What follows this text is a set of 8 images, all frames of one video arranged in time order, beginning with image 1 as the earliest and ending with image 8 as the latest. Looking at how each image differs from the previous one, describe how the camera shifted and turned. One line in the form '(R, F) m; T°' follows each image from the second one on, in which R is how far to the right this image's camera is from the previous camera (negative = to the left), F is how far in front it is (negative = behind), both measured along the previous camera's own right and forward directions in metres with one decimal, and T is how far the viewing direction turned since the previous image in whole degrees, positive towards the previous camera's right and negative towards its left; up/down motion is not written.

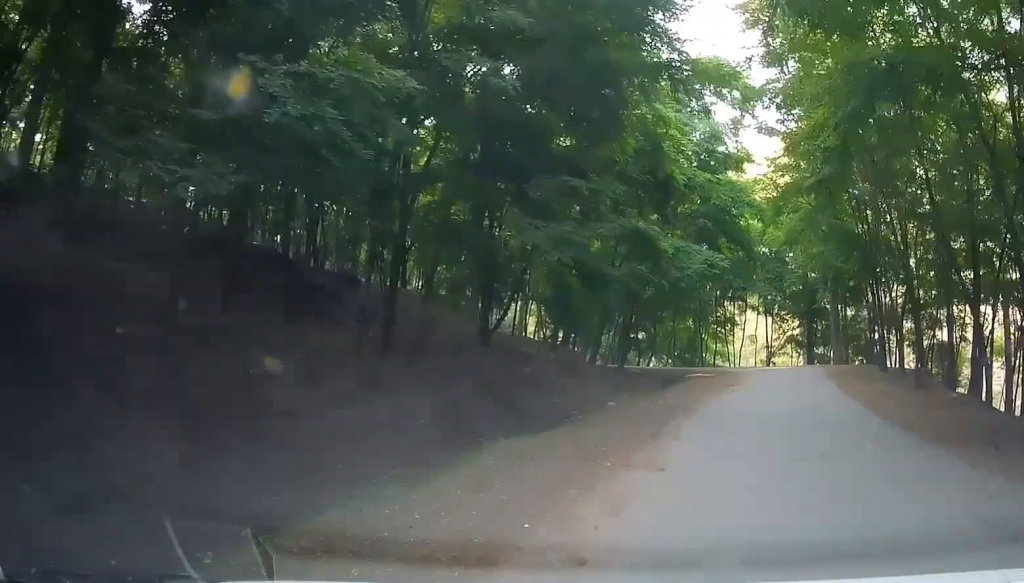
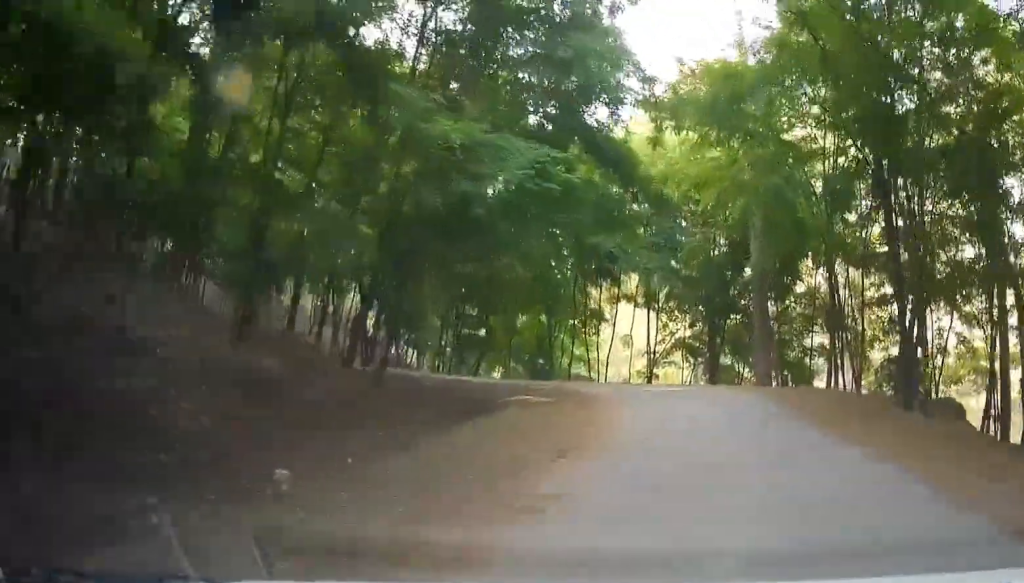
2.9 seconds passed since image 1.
(-0.4, +16.6) m; +3°
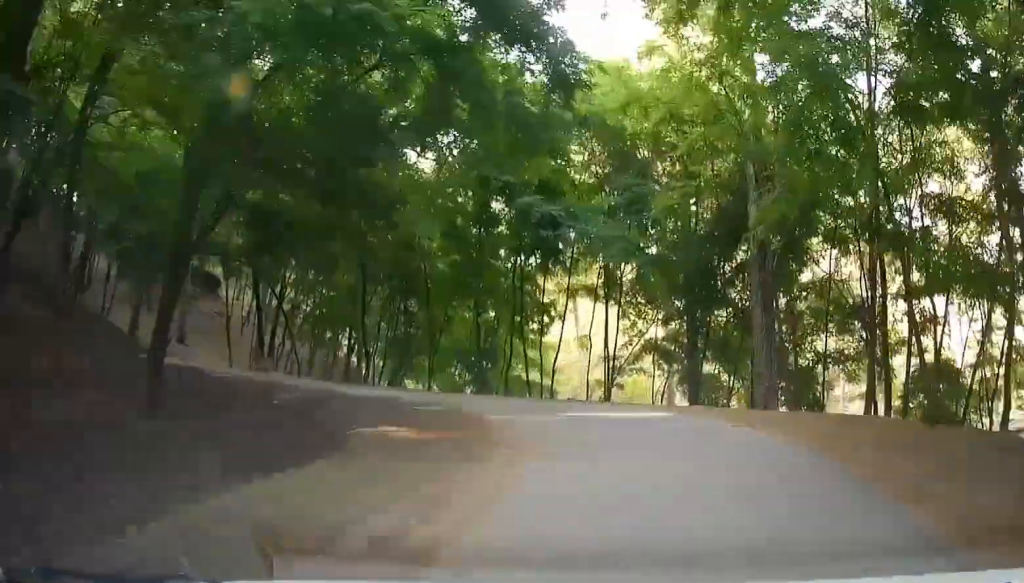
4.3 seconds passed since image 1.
(+0.5, +7.7) m; +1°
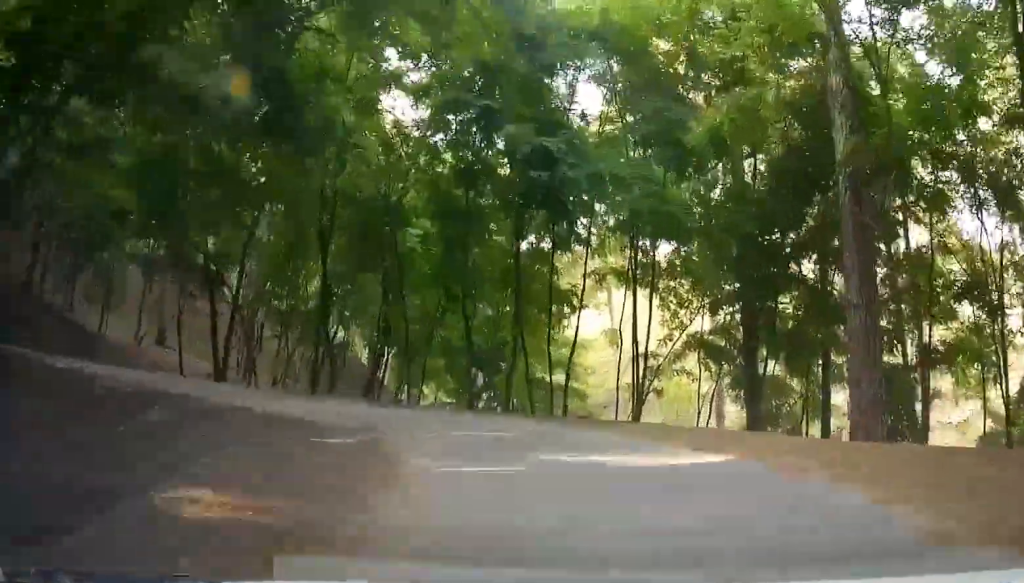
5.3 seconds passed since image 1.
(-0.1, +6.1) m; -4°
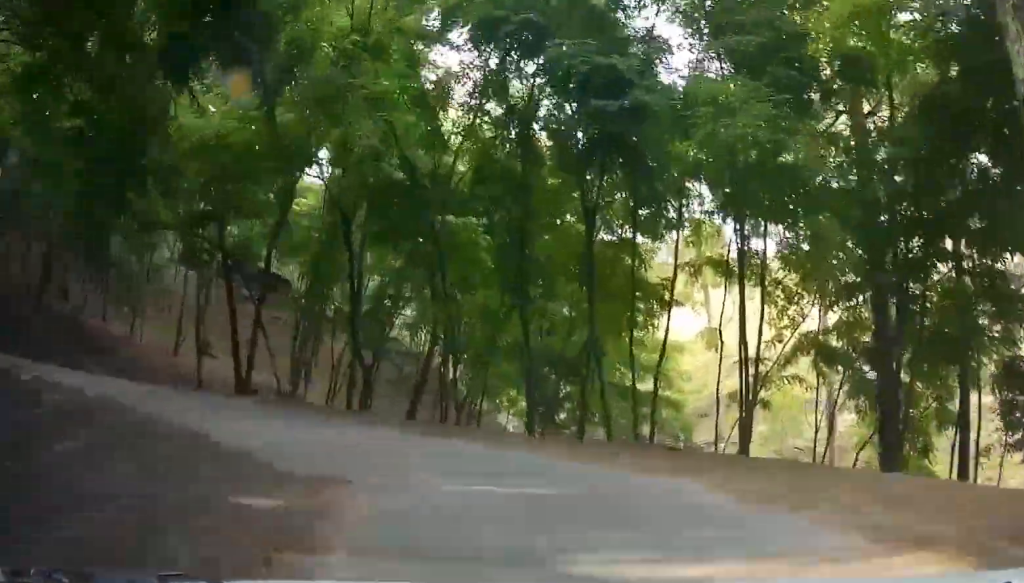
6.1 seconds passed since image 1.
(+0.1, +4.5) m; -5°
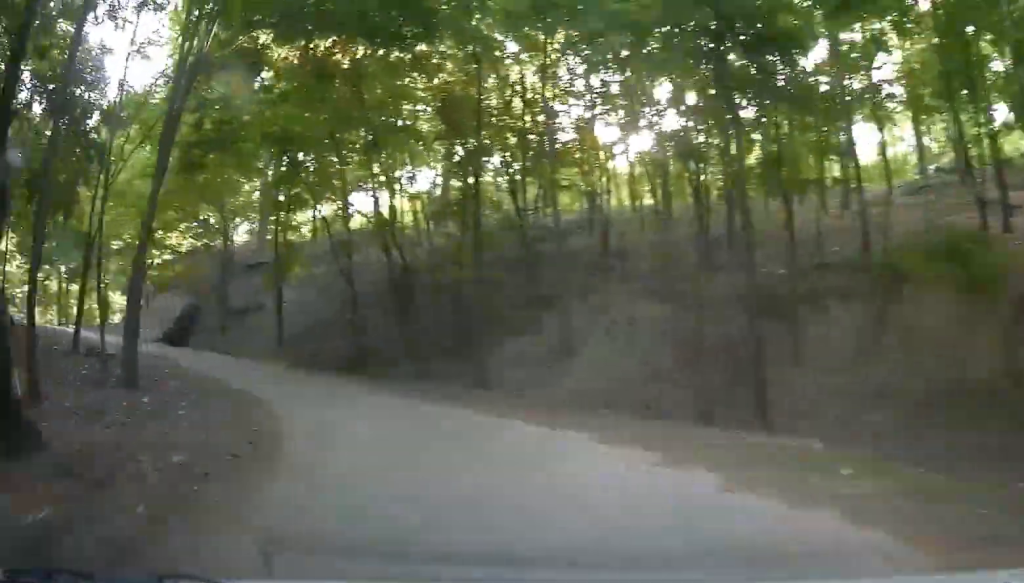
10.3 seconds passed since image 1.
(-8.5, +17.6) m; -77°
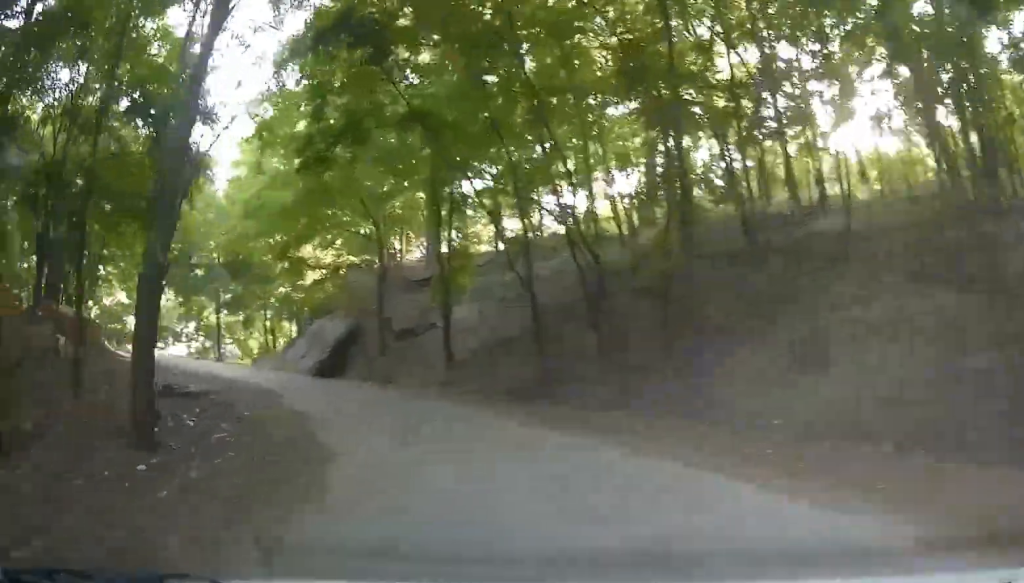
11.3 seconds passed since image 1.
(-1.3, +3.8) m; -22°
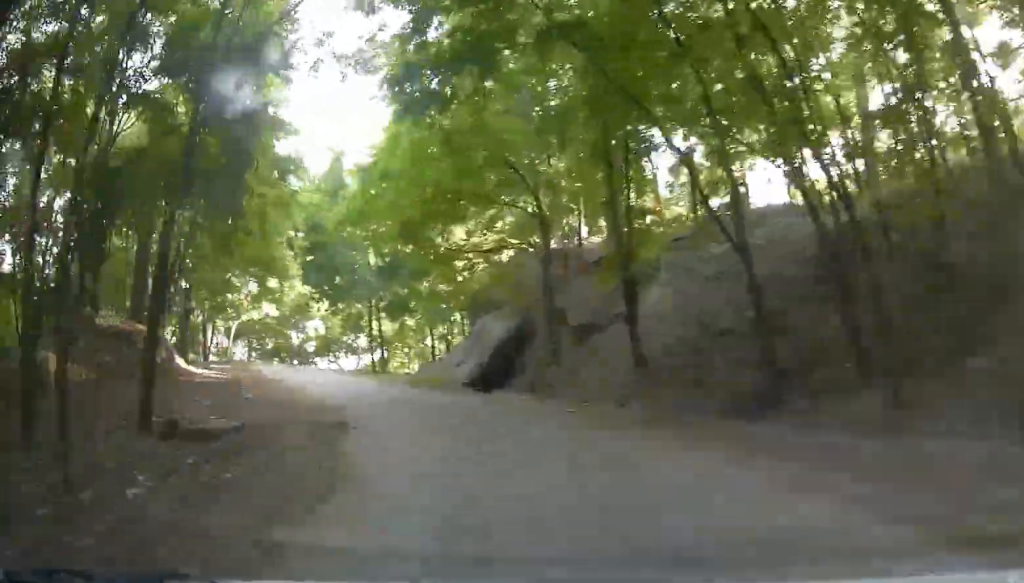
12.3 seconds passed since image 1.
(-1.5, +5.1) m; -23°
